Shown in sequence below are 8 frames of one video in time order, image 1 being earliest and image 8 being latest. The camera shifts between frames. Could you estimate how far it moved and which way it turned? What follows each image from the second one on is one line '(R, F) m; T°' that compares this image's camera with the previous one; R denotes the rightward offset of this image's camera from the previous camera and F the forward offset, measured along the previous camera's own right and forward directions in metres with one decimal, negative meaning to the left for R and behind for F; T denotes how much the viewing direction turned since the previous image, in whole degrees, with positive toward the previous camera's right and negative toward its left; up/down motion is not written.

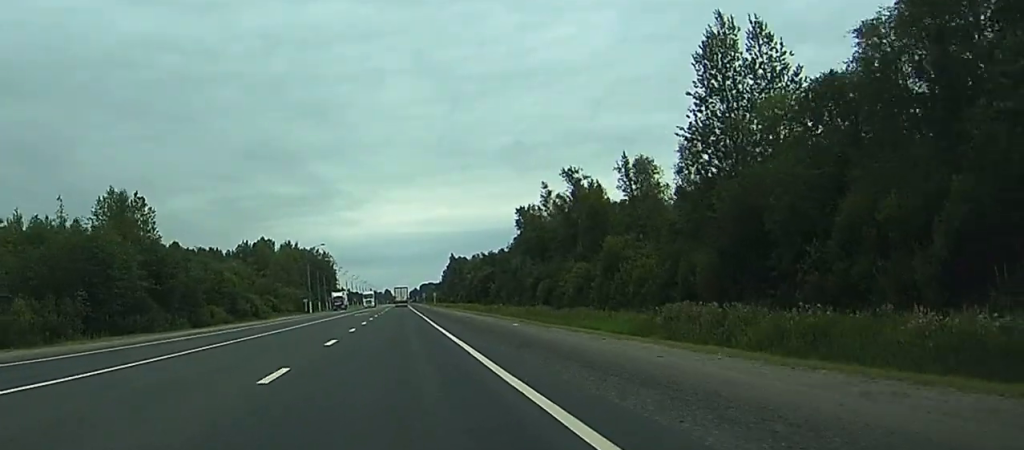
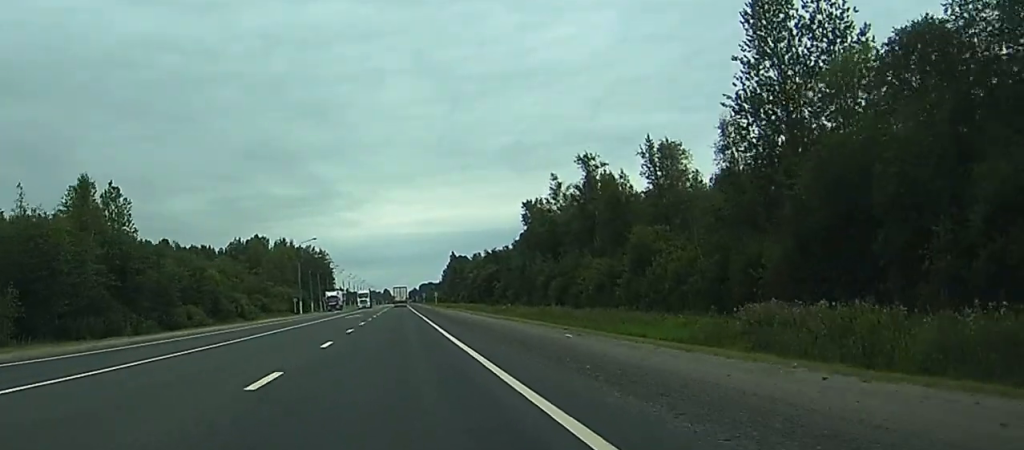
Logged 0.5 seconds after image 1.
(0.0, +13.1) m; 0°
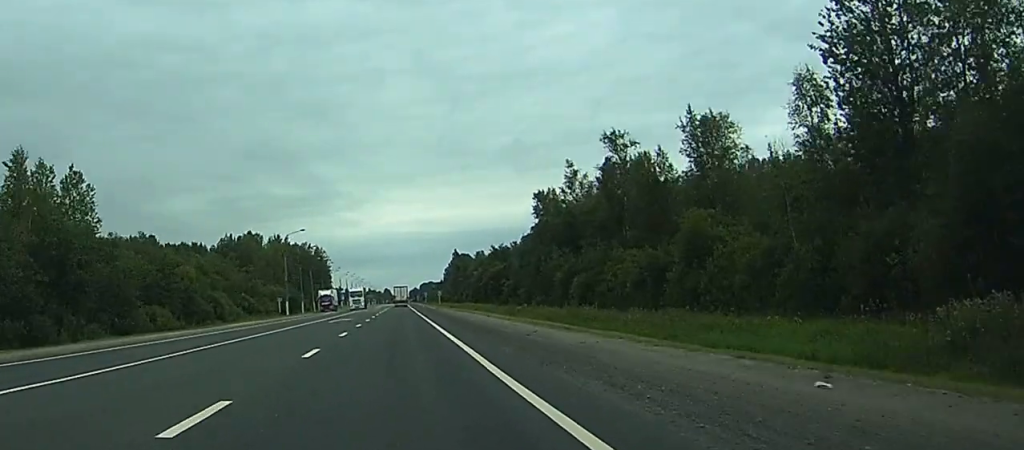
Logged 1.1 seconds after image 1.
(0.0, +16.8) m; 0°
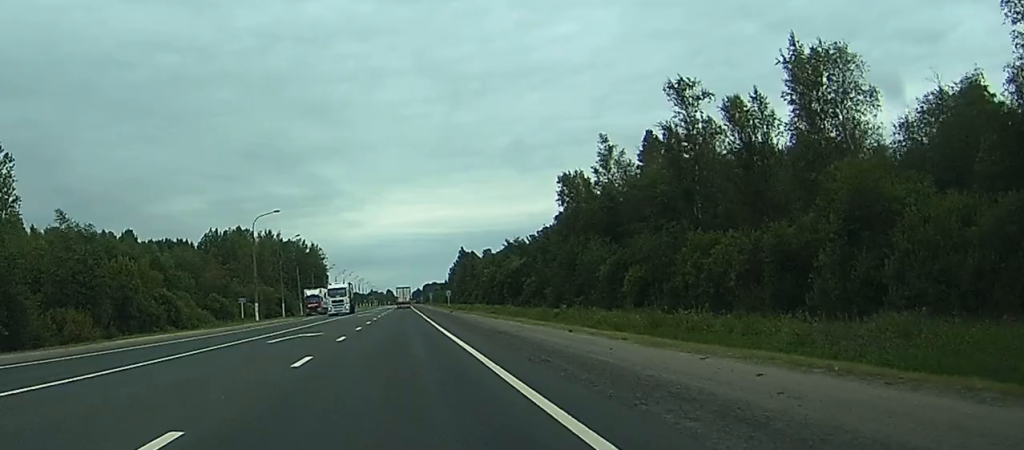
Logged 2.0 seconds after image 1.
(-0.1, +26.9) m; 0°
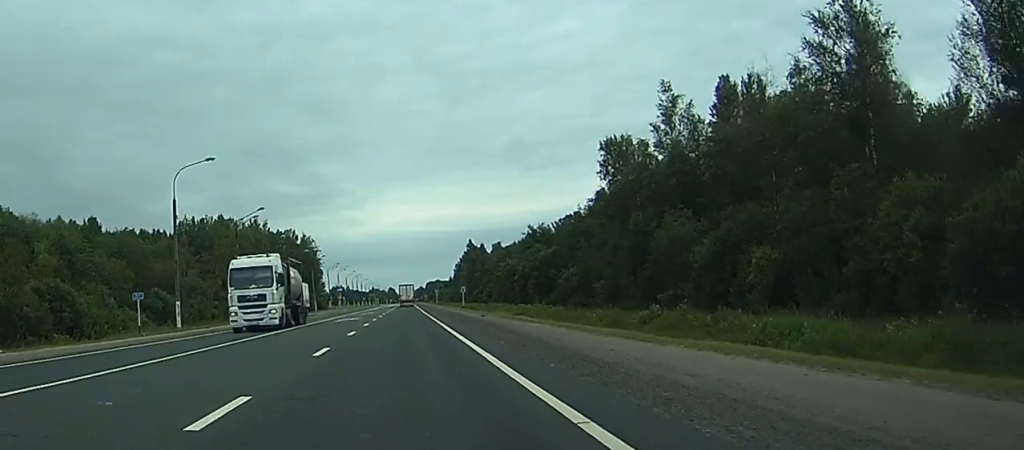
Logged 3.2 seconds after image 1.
(0.0, +33.2) m; 0°
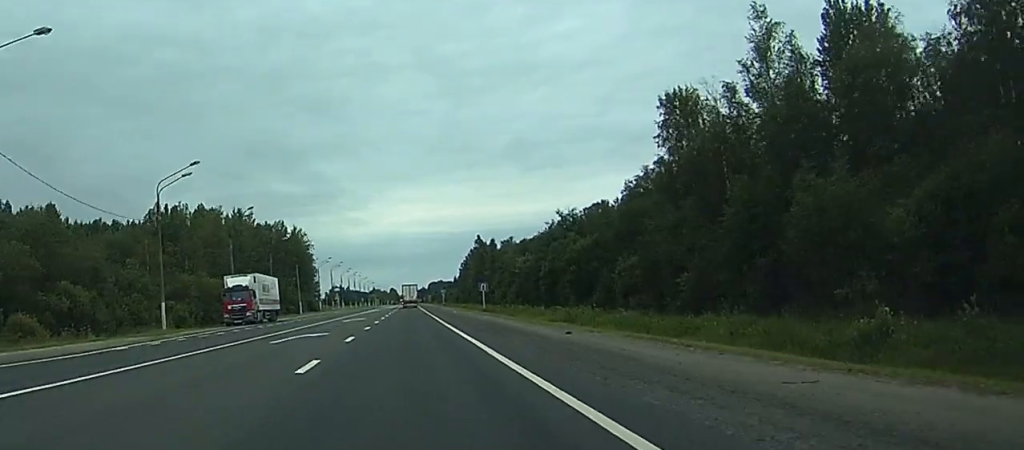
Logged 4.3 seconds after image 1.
(0.0, +29.2) m; 0°
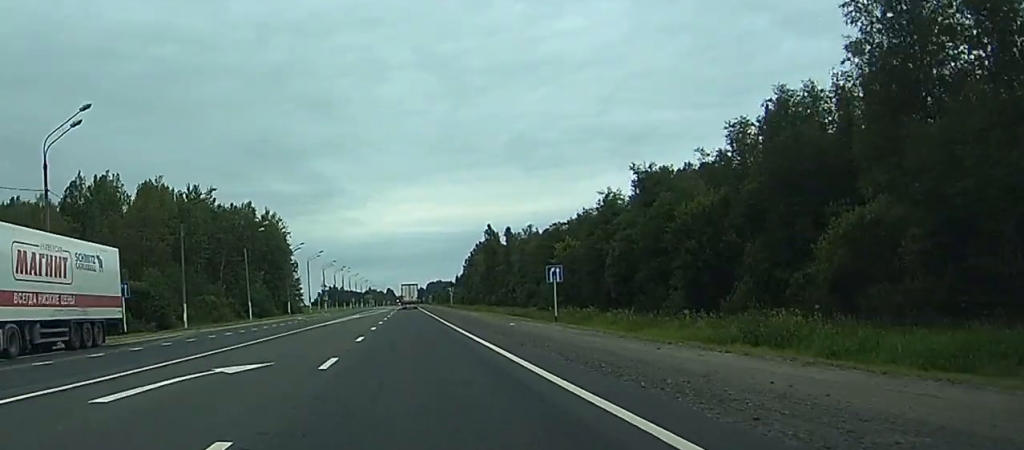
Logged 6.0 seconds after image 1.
(0.0, +46.6) m; 0°
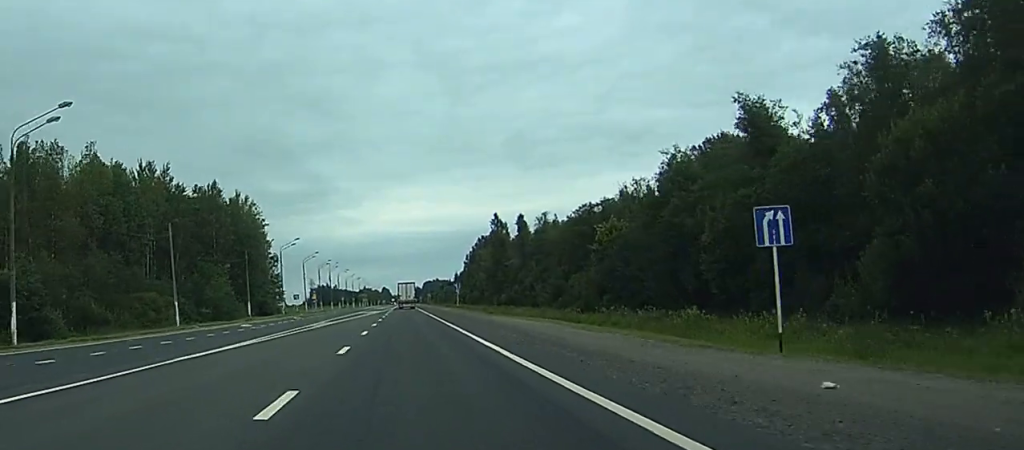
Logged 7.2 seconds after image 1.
(+0.1, +31.1) m; 0°
